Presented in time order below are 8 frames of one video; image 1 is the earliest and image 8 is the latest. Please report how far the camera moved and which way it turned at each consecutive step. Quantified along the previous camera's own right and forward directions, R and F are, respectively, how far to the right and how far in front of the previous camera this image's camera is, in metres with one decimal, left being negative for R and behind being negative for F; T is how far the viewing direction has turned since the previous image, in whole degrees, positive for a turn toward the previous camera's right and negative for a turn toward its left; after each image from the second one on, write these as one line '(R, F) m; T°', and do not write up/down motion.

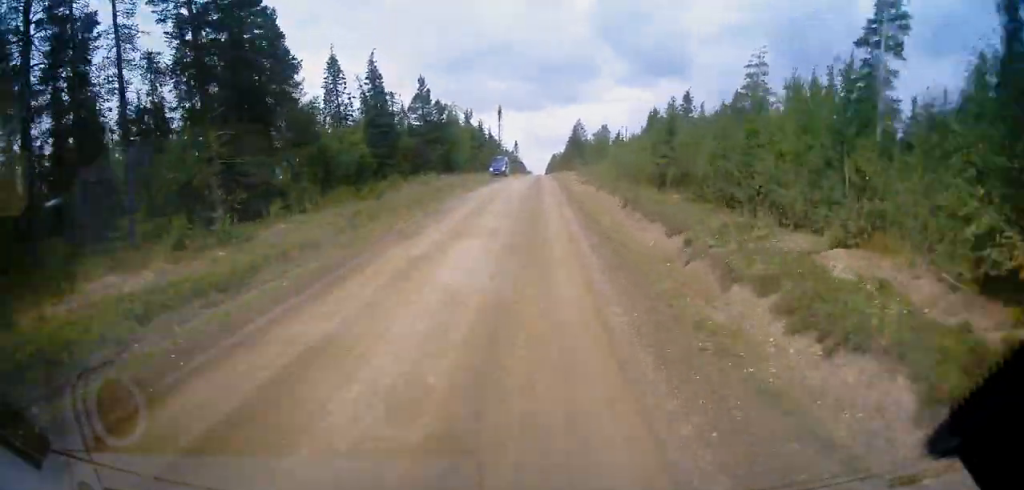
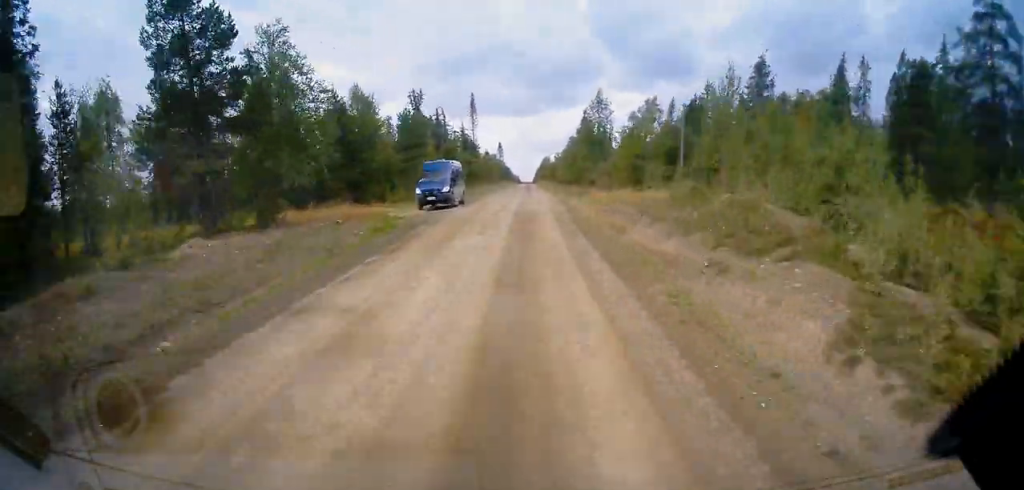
(-0.3, +44.1) m; -1°
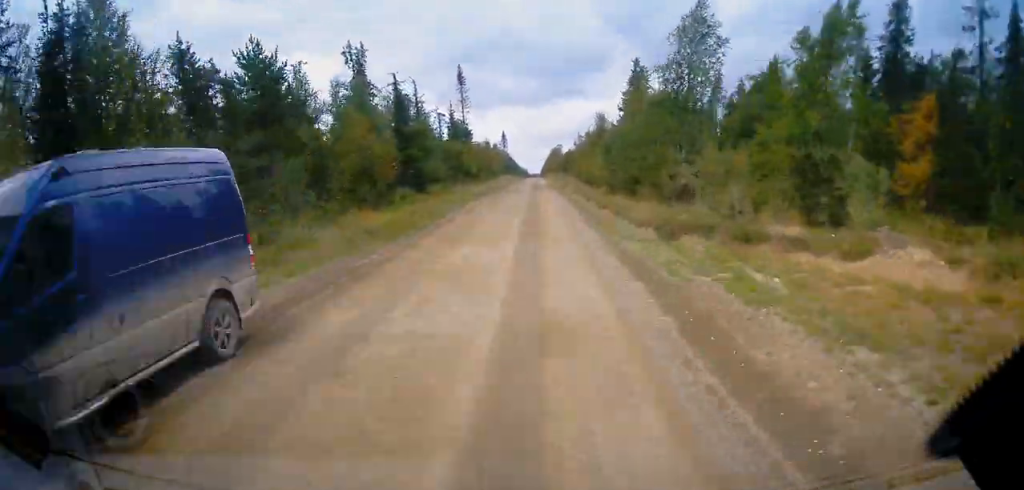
(-0.4, +31.1) m; 0°
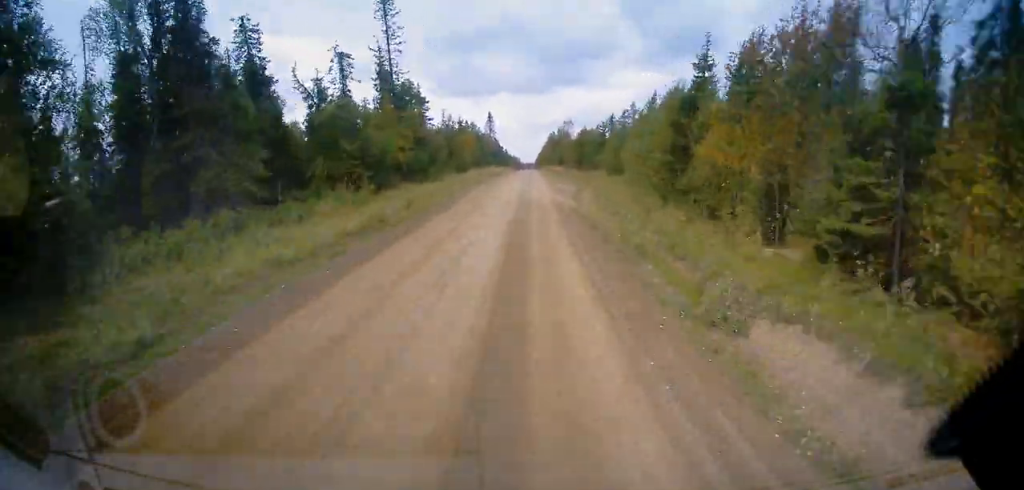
(+1.1, +51.2) m; +1°
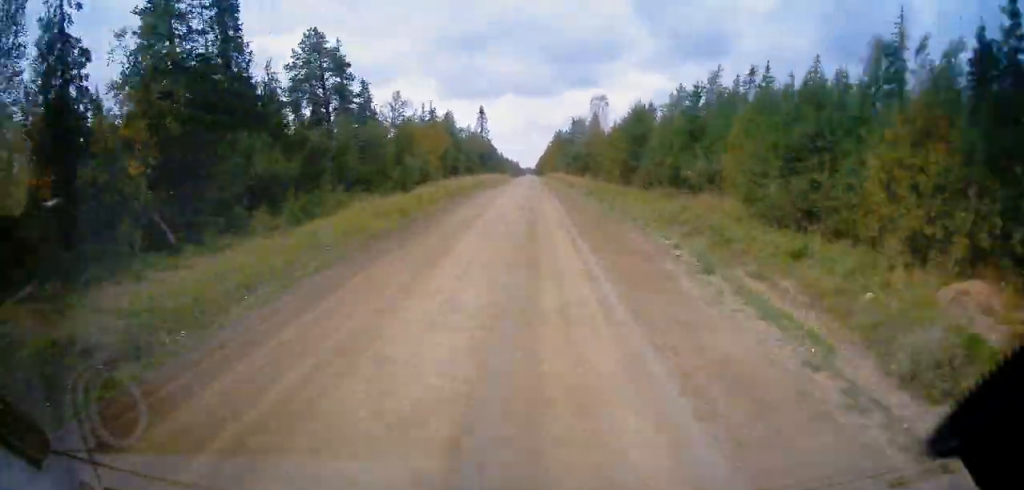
(+0.2, +36.2) m; 0°
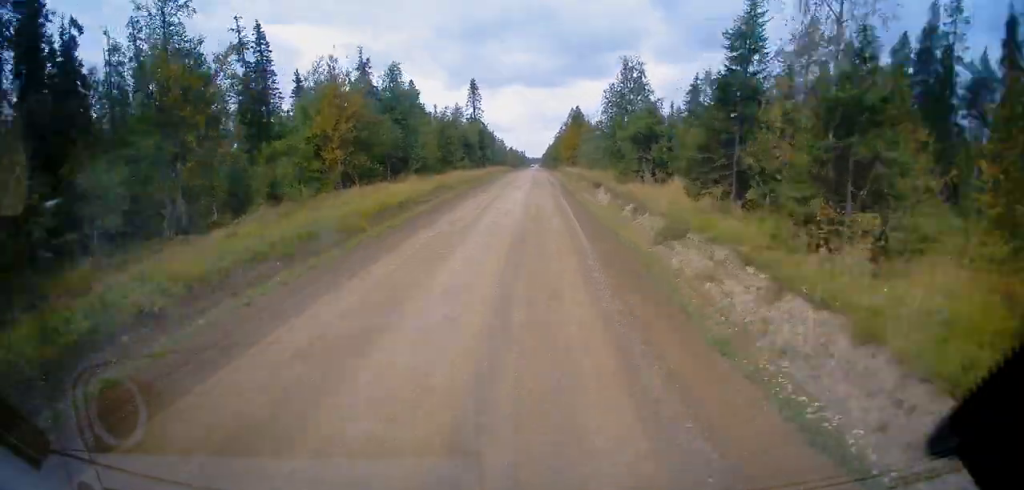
(-0.3, +38.1) m; 0°
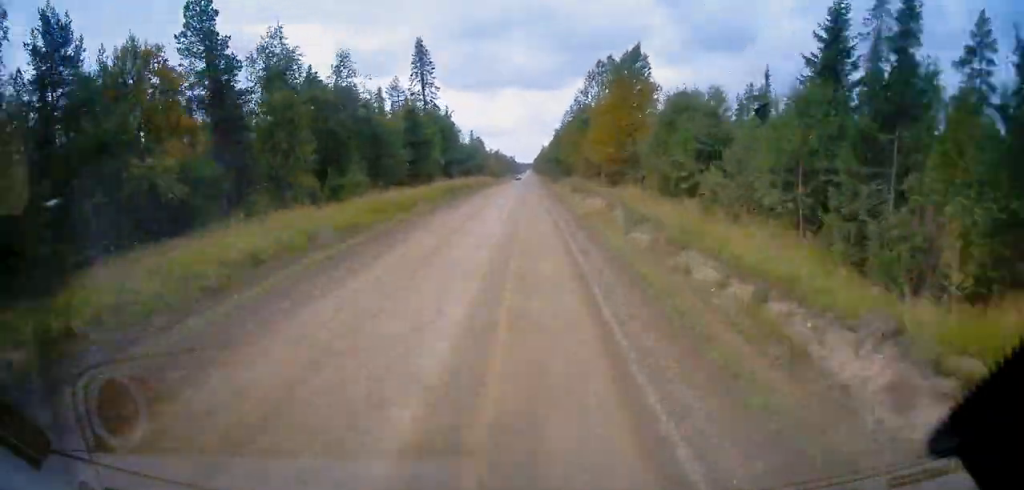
(+0.1, +50.7) m; 0°
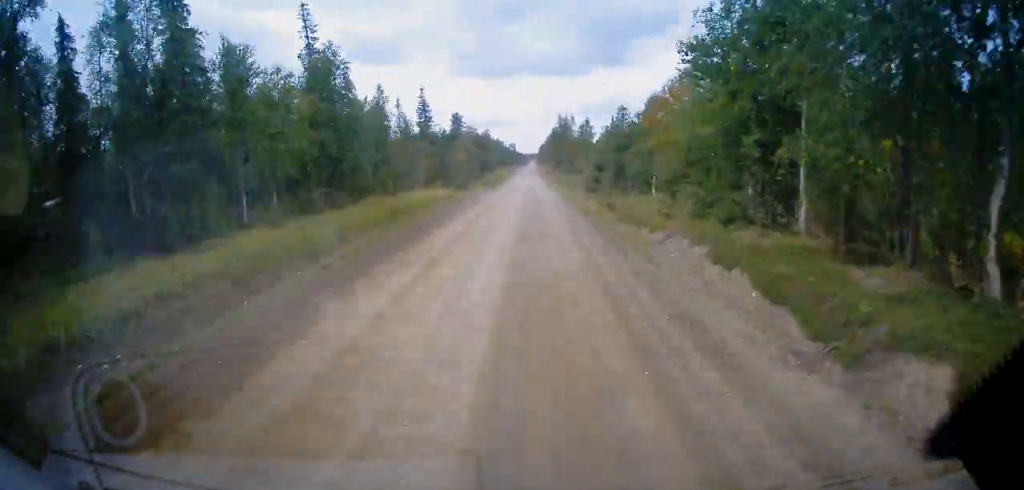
(-0.5, +101.2) m; 0°
